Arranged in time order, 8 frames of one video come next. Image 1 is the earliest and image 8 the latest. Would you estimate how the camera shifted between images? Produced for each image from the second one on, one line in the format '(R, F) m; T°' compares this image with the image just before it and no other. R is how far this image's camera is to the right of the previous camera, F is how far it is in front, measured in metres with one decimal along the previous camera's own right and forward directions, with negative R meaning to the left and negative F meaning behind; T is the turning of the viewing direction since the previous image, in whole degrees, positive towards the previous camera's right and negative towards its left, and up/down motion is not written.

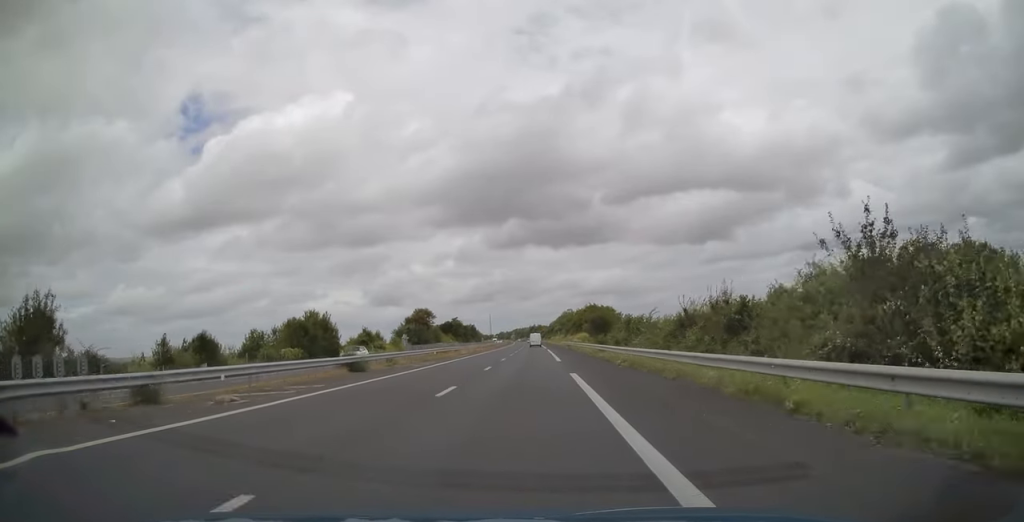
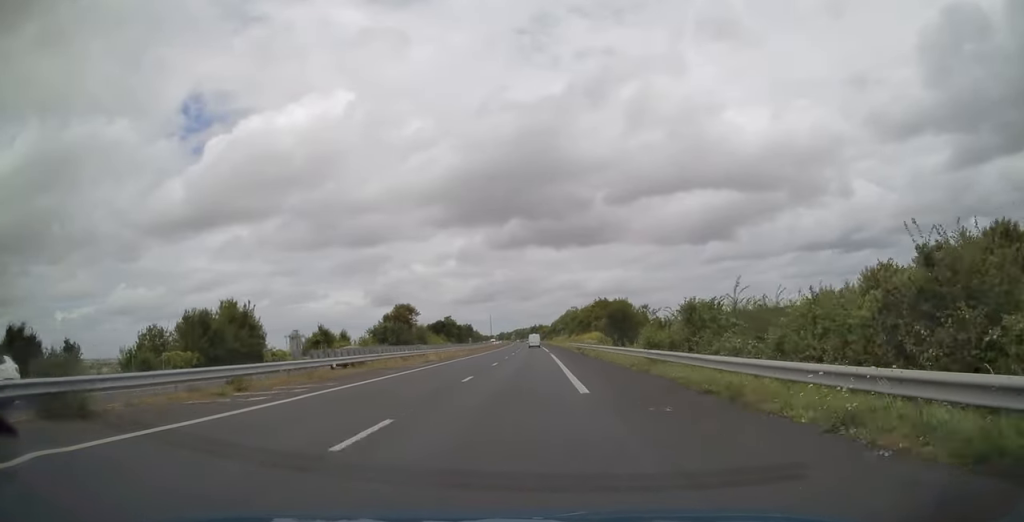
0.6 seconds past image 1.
(-0.1, +20.4) m; 0°
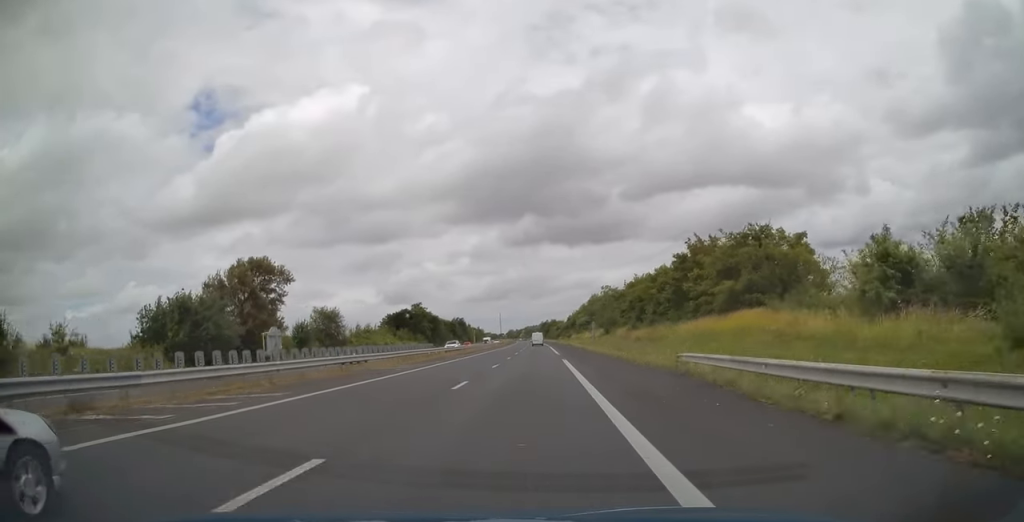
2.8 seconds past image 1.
(-0.7, +68.6) m; -1°
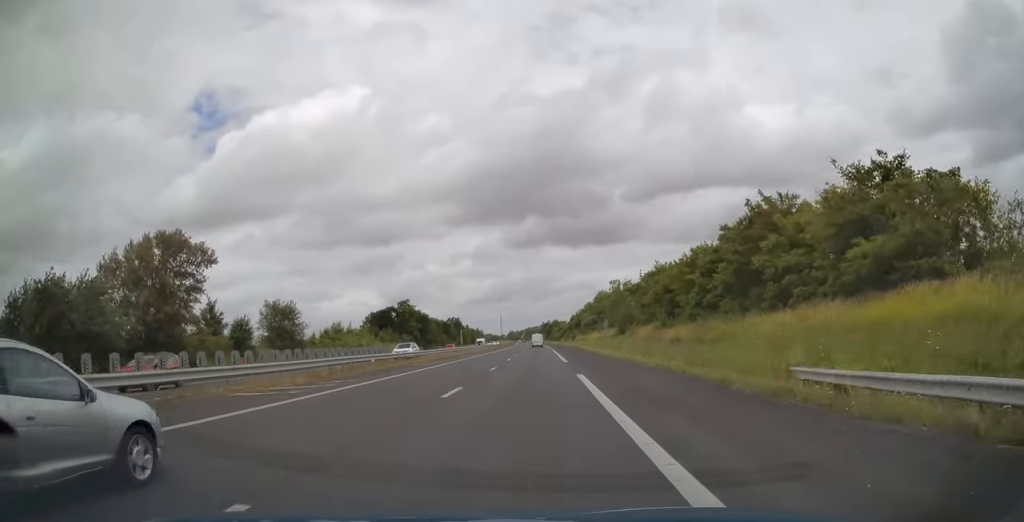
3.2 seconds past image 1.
(0.0, +15.0) m; 0°
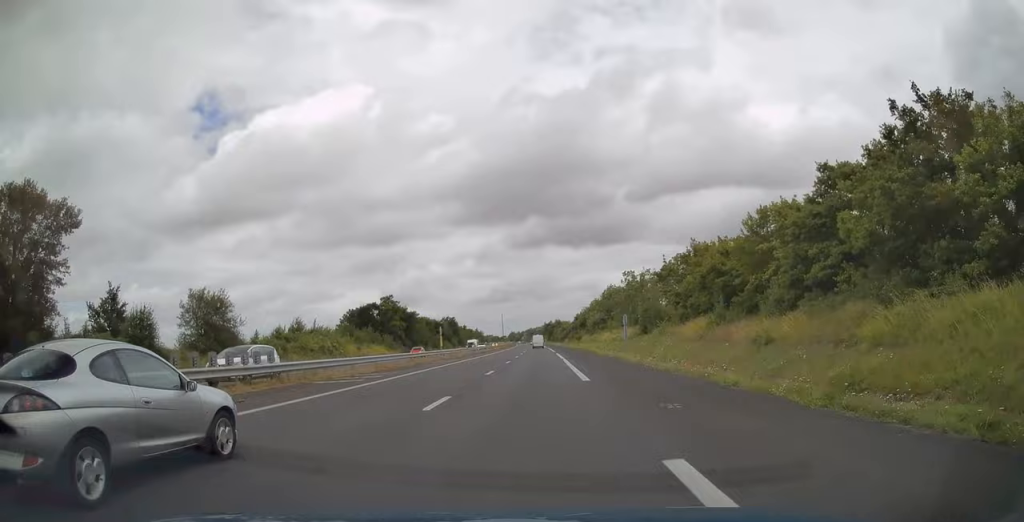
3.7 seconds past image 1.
(0.0, +15.6) m; 0°
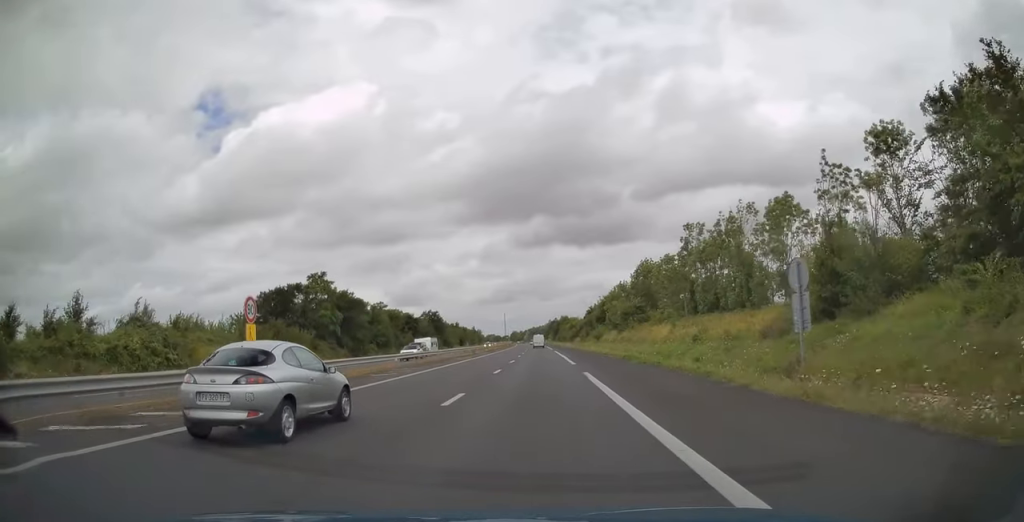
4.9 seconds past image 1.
(+0.1, +38.1) m; 0°
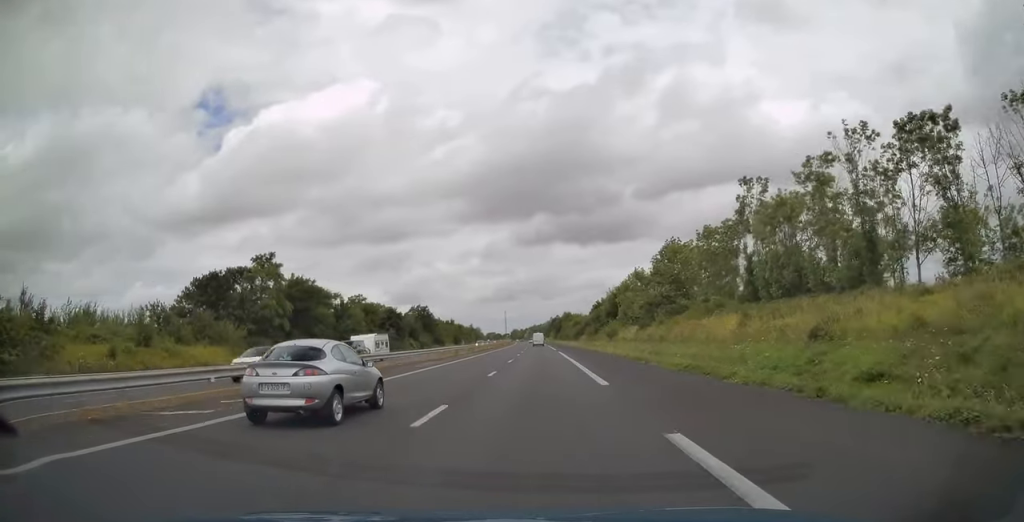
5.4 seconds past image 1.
(-0.1, +16.1) m; 0°
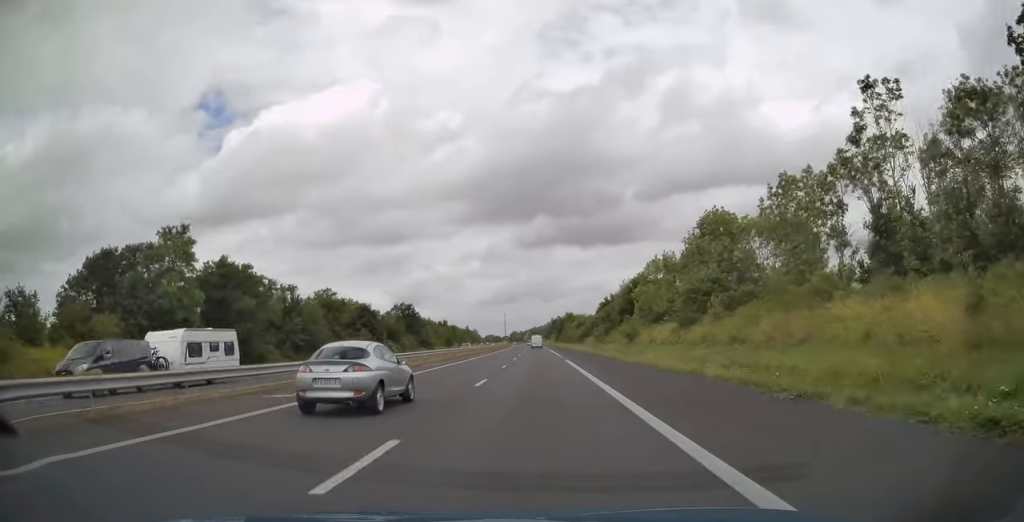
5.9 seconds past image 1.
(-0.1, +17.2) m; 0°
